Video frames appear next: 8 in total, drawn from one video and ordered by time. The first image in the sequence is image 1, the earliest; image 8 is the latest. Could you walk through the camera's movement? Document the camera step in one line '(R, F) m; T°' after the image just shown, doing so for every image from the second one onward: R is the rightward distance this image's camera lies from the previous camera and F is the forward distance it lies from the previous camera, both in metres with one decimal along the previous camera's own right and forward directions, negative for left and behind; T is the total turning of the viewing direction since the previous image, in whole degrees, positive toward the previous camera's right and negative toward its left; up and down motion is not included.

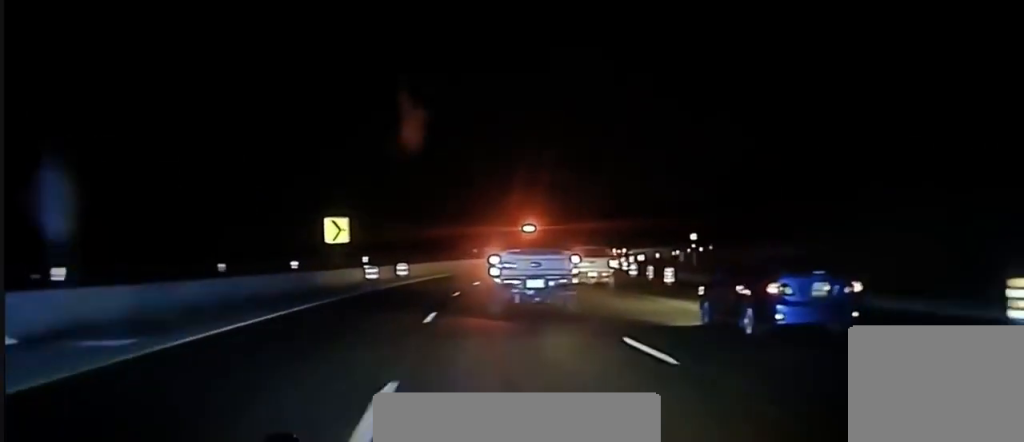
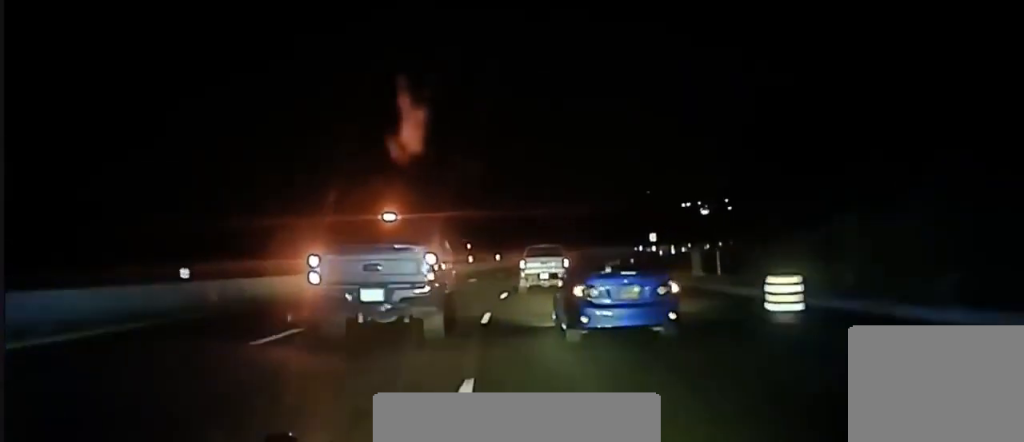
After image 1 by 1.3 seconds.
(+2.5, +40.2) m; +4°
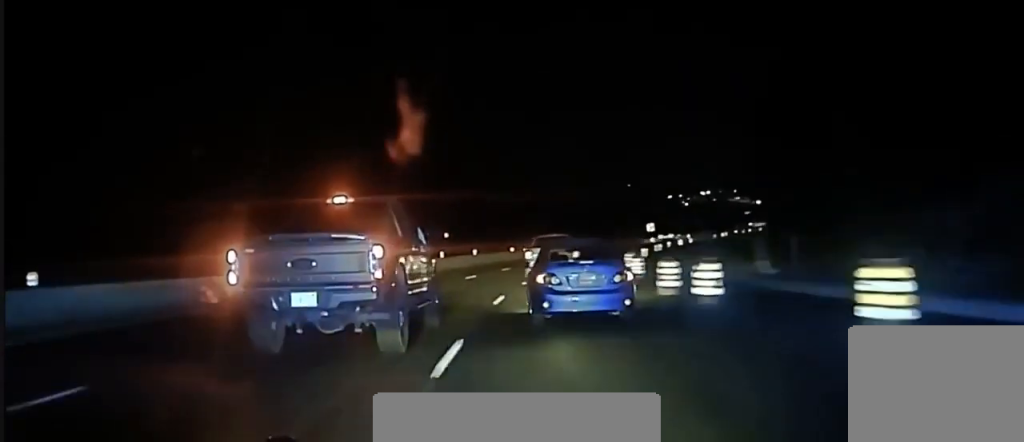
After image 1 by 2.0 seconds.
(+0.1, +20.5) m; -1°
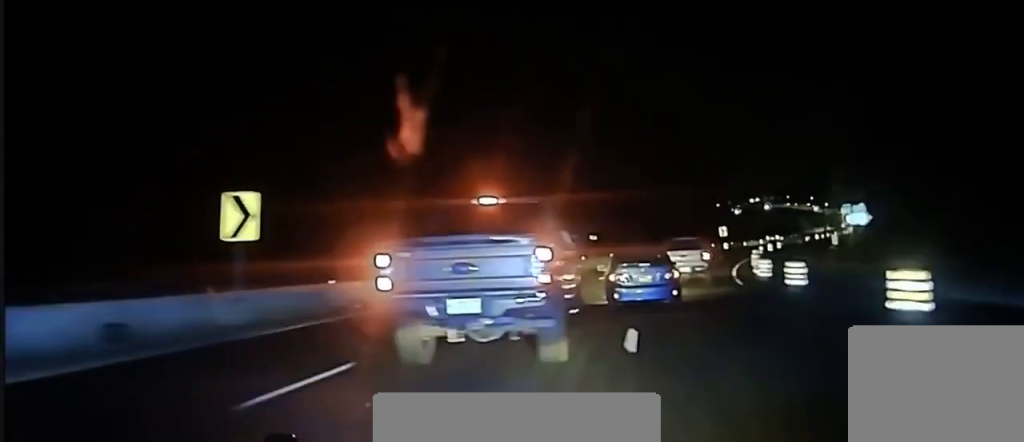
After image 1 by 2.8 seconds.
(-0.3, +22.4) m; +1°
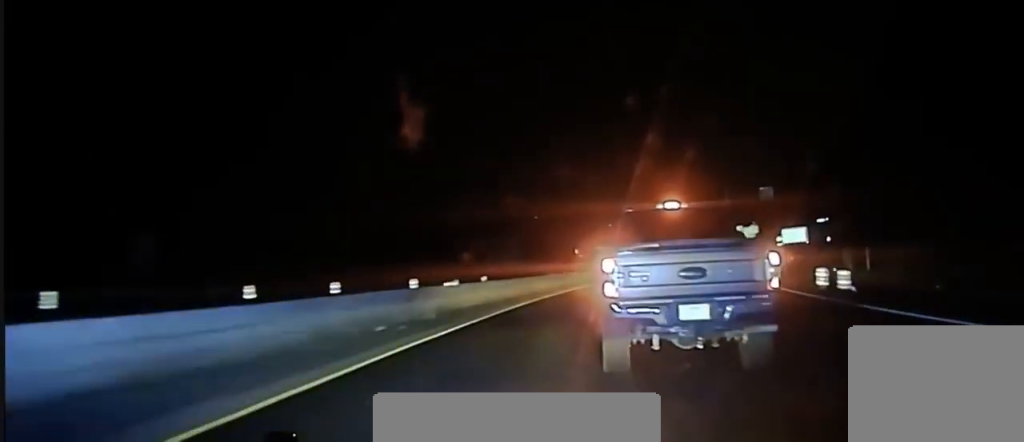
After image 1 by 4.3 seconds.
(+2.8, +41.7) m; +9°
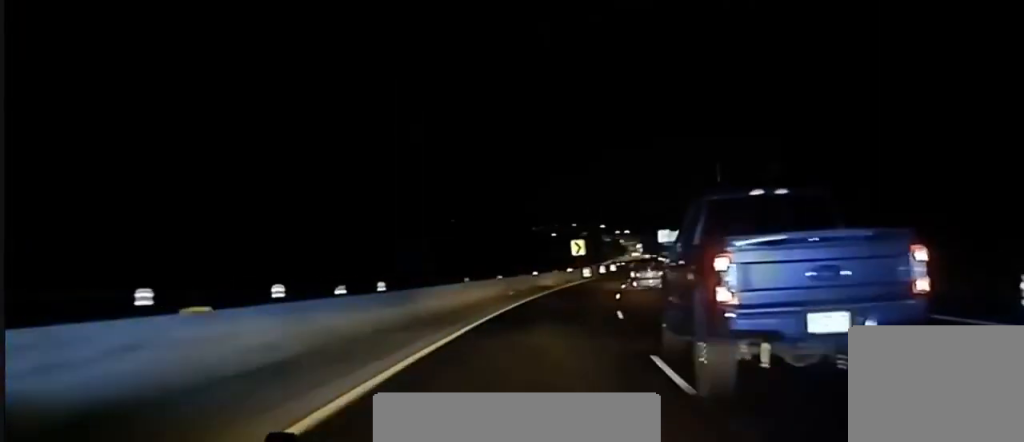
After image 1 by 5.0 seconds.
(+0.7, +18.1) m; +4°
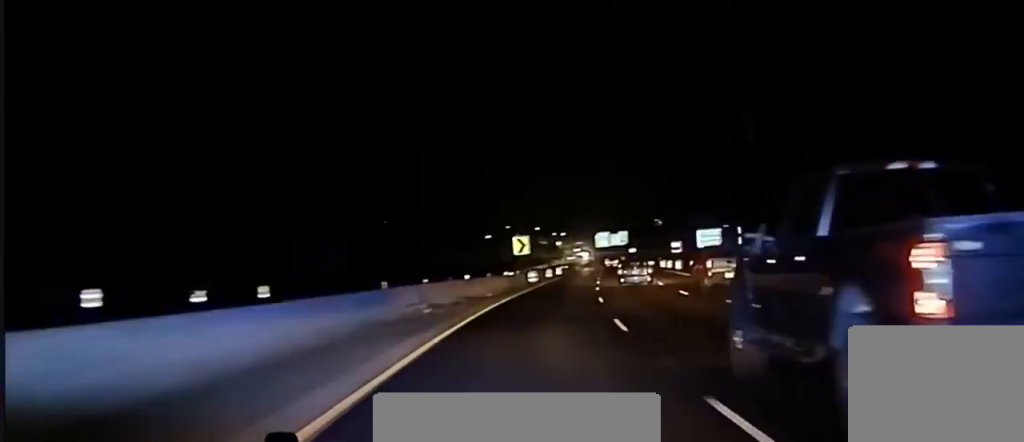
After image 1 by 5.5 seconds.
(+0.6, +17.2) m; +3°
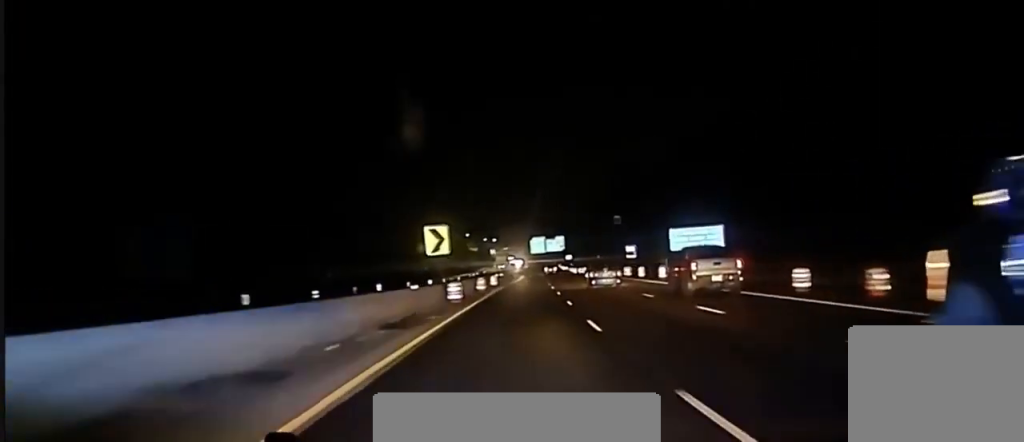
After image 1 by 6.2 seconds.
(+0.7, +25.4) m; +4°
